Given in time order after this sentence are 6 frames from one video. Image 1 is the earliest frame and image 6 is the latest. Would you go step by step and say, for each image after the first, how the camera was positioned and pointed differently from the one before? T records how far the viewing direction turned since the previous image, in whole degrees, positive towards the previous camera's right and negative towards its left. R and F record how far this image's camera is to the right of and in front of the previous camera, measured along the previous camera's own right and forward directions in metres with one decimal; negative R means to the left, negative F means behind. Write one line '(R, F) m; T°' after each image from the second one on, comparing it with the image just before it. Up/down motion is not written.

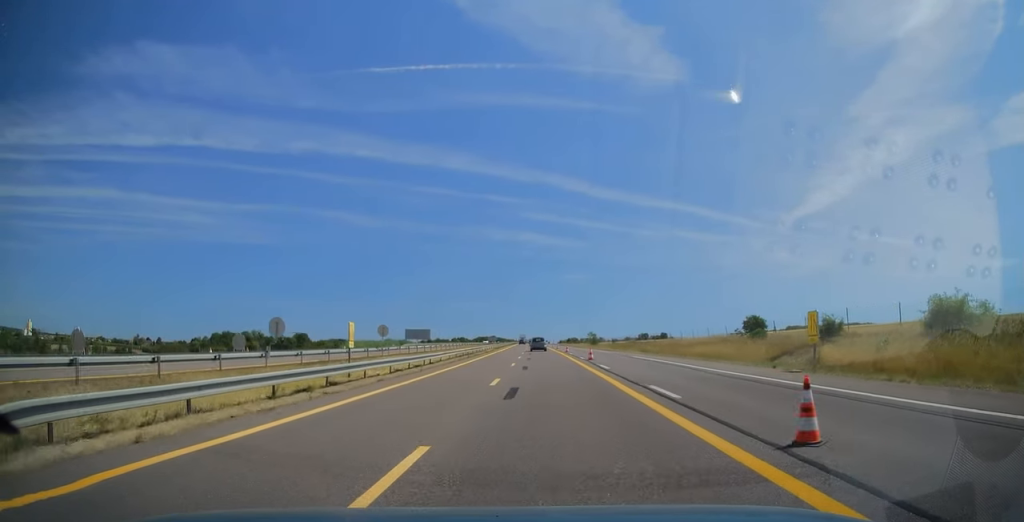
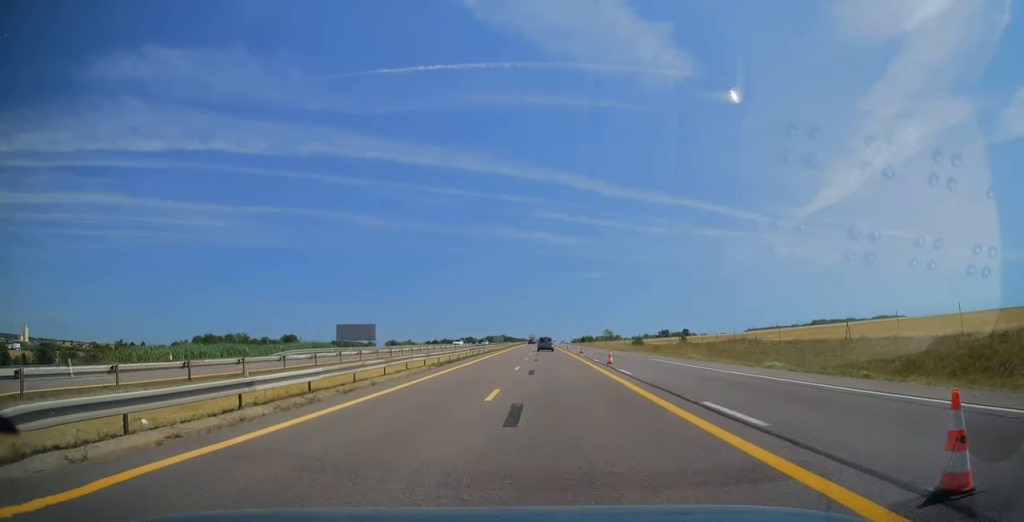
(-0.3, +56.4) m; -1°
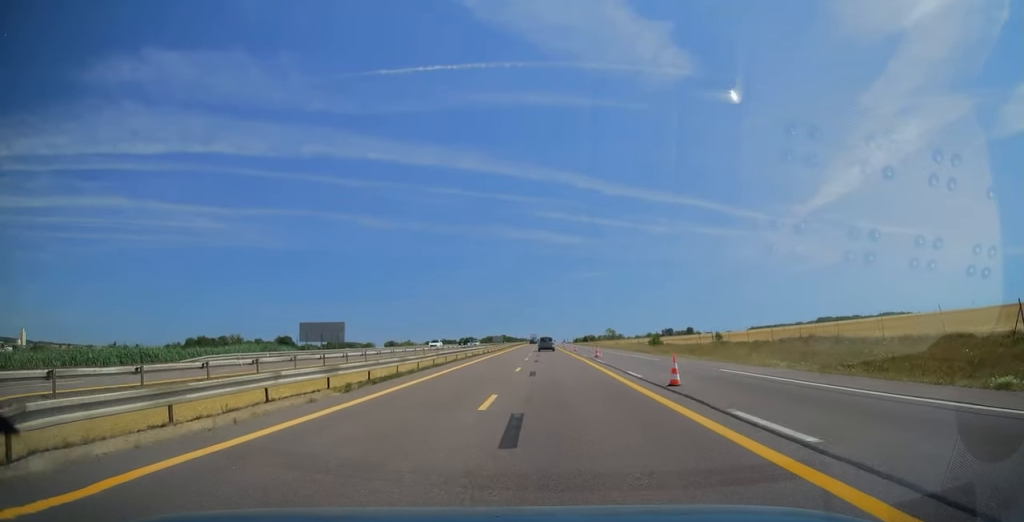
(-0.2, +14.8) m; 0°
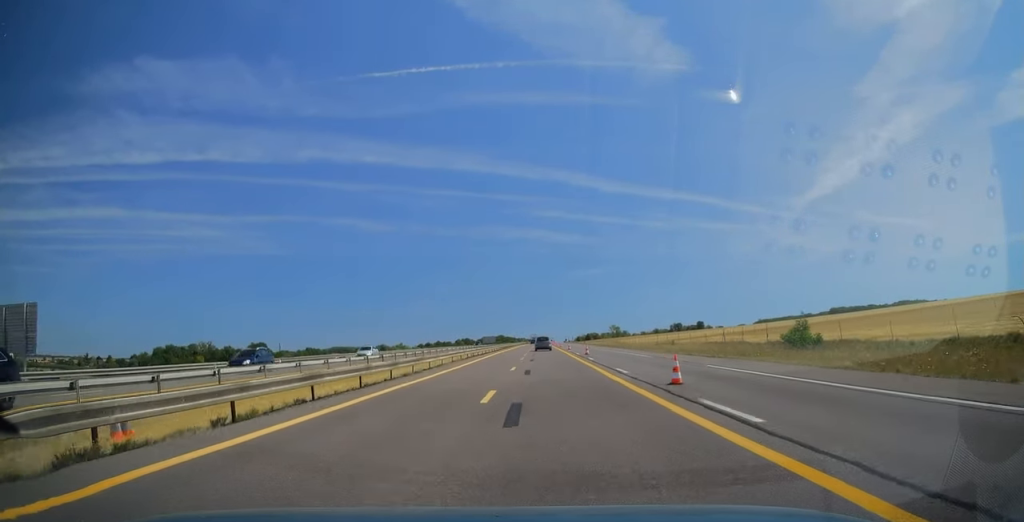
(-0.1, +50.6) m; -1°
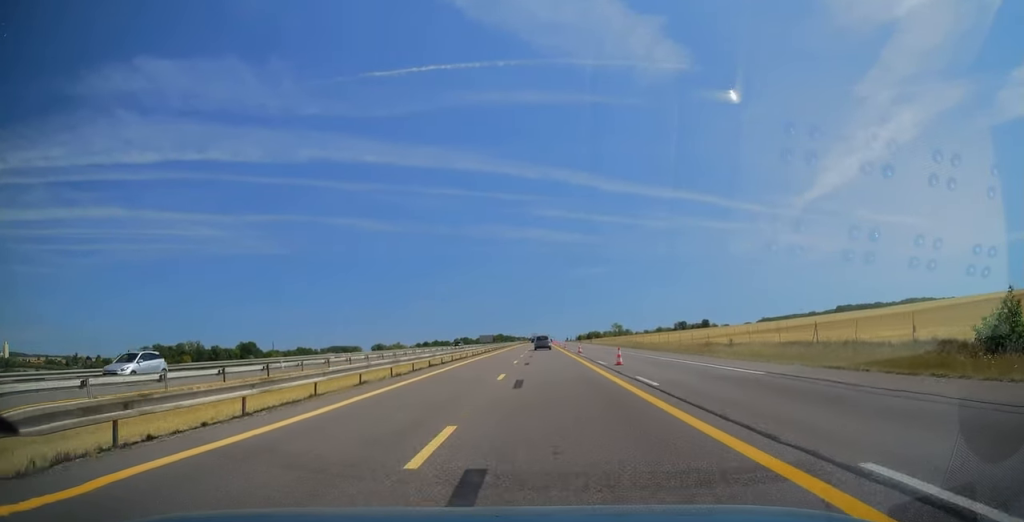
(0.0, +19.4) m; 0°
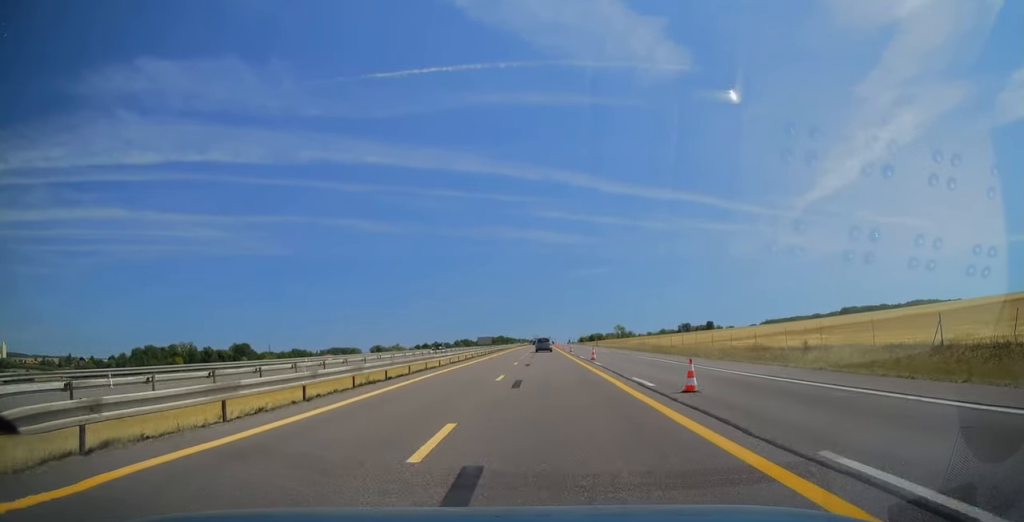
(0.0, +12.7) m; 0°
